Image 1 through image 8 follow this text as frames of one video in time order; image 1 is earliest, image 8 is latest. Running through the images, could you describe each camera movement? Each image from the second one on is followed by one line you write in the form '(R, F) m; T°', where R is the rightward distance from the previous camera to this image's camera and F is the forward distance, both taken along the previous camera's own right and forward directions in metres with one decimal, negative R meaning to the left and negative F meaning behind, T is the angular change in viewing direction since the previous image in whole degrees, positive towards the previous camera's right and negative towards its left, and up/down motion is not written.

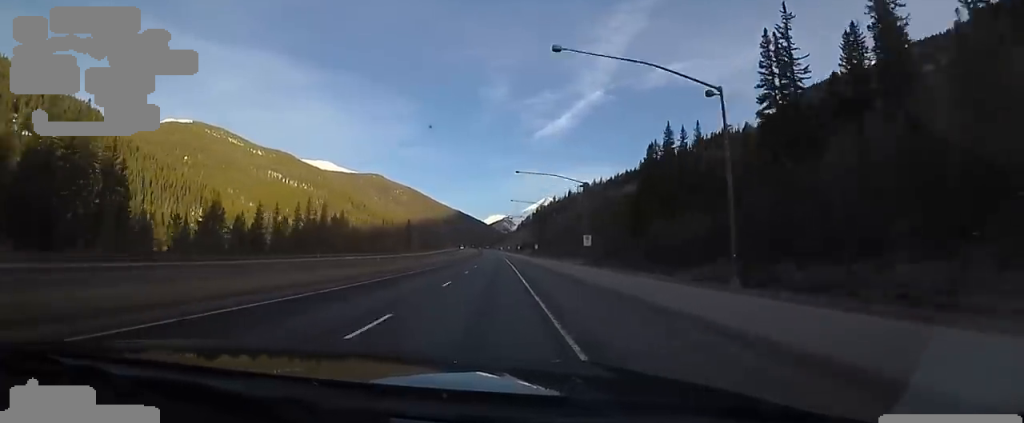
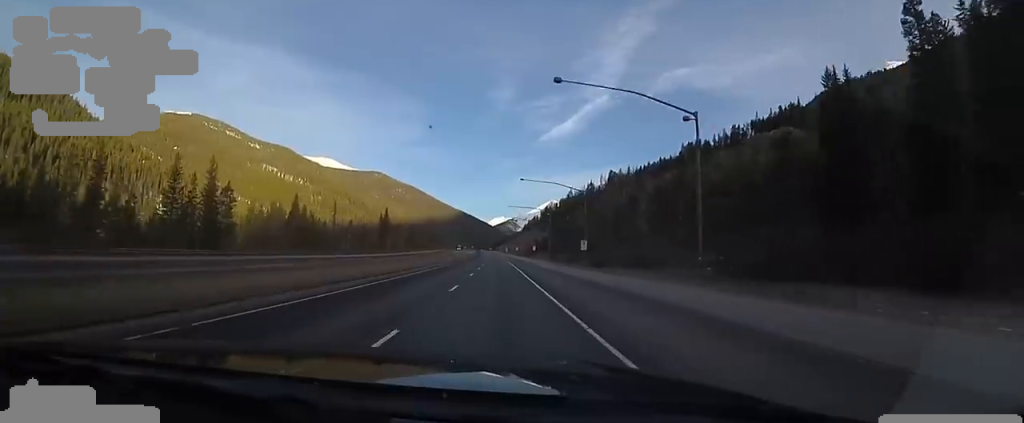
(-0.7, +62.6) m; -3°
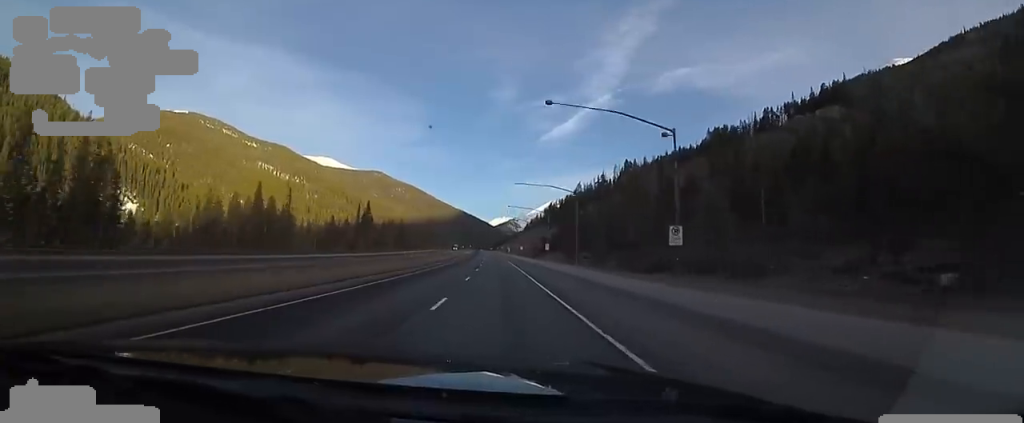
(0.0, +30.2) m; 0°
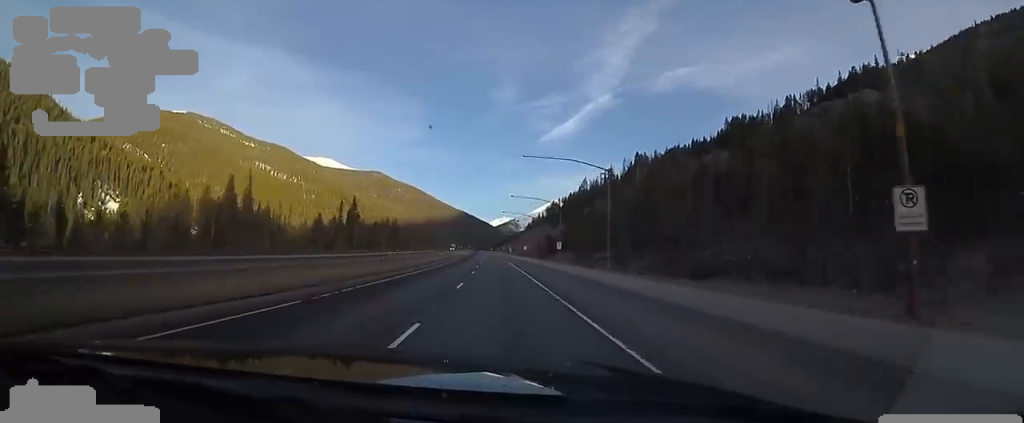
(0.0, +17.5) m; 0°
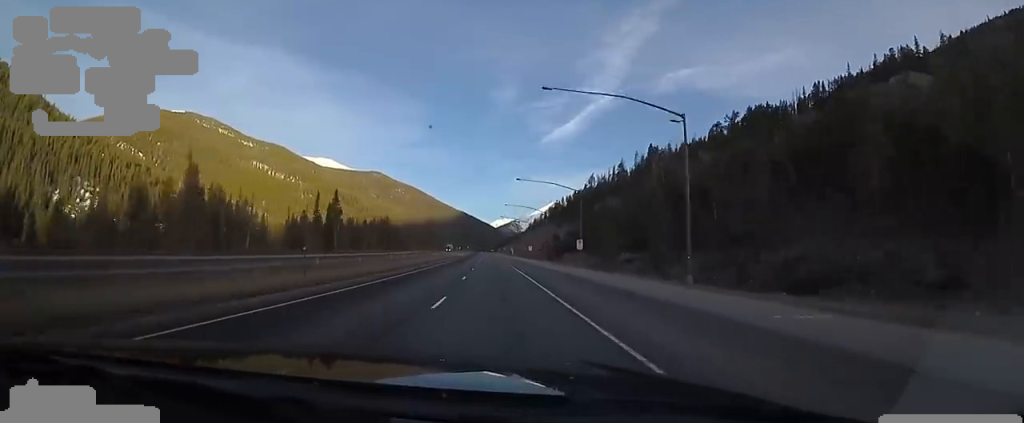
(0.0, +18.6) m; 0°
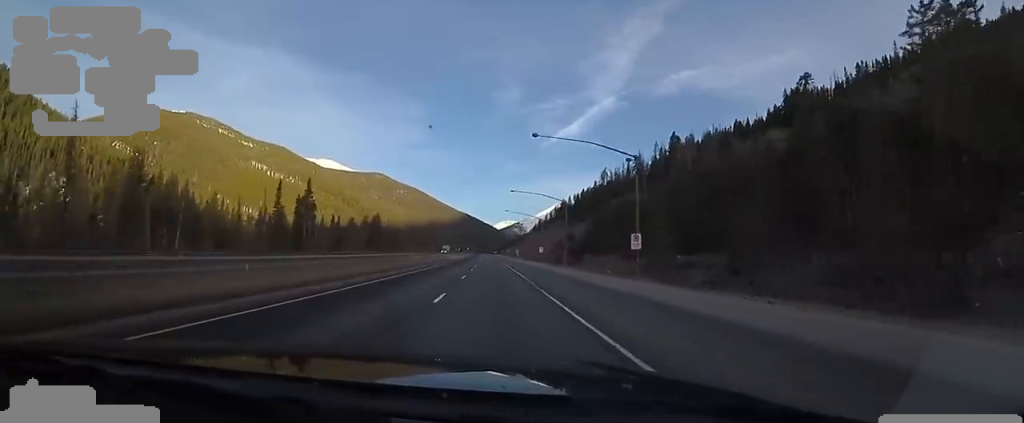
(+0.2, +22.6) m; 0°
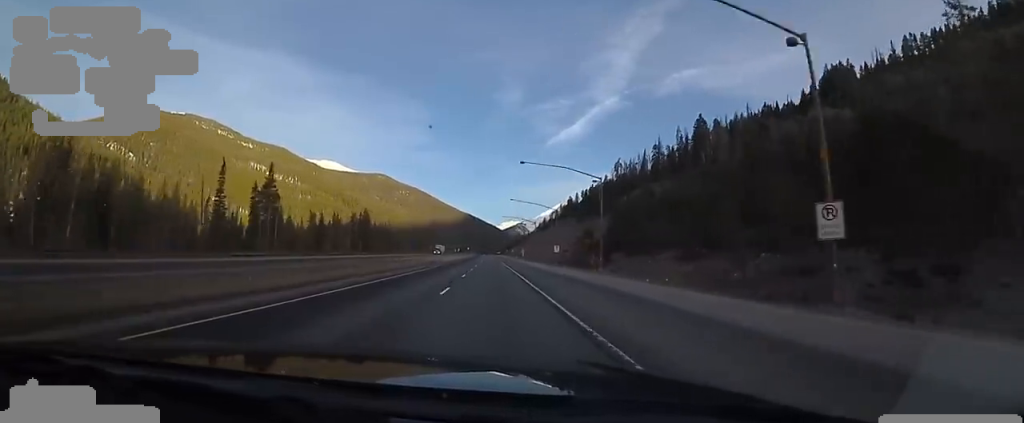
(-0.1, +21.7) m; 0°
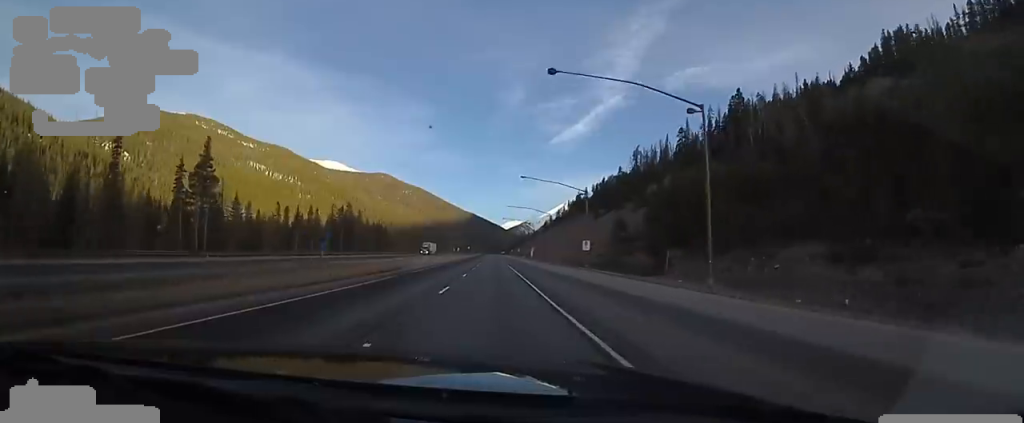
(-0.1, +23.8) m; 0°
